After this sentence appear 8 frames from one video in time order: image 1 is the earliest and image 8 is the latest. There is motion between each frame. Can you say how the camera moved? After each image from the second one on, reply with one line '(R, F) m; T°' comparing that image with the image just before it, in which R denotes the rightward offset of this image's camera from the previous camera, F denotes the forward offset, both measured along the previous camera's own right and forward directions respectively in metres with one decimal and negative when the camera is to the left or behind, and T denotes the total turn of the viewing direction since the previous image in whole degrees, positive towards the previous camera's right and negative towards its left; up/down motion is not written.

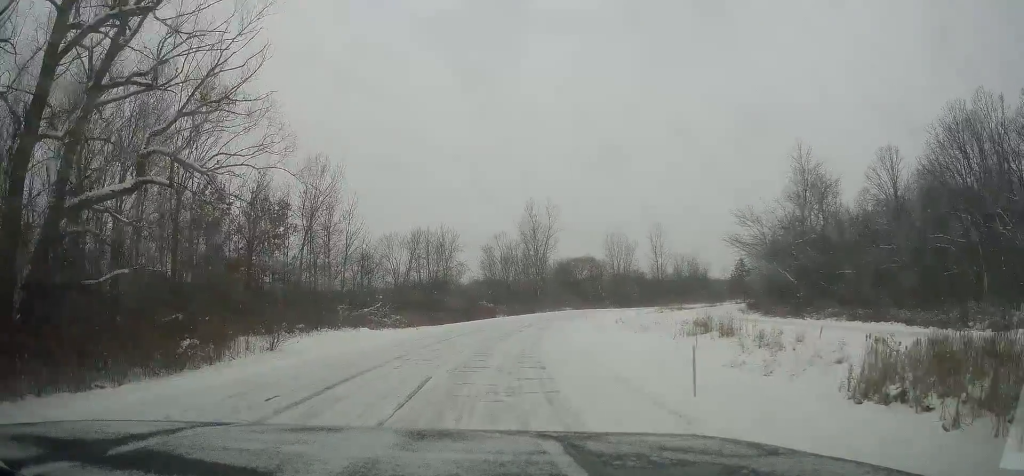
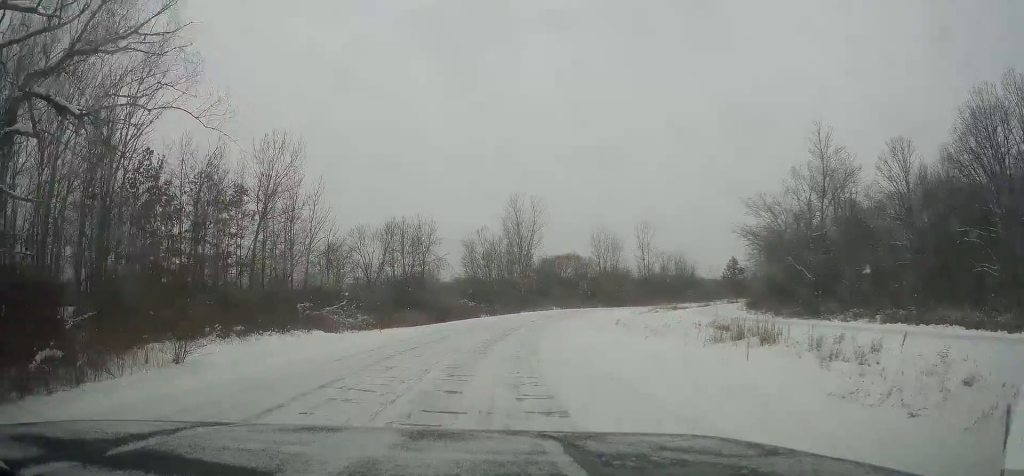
(-0.8, +6.4) m; -2°
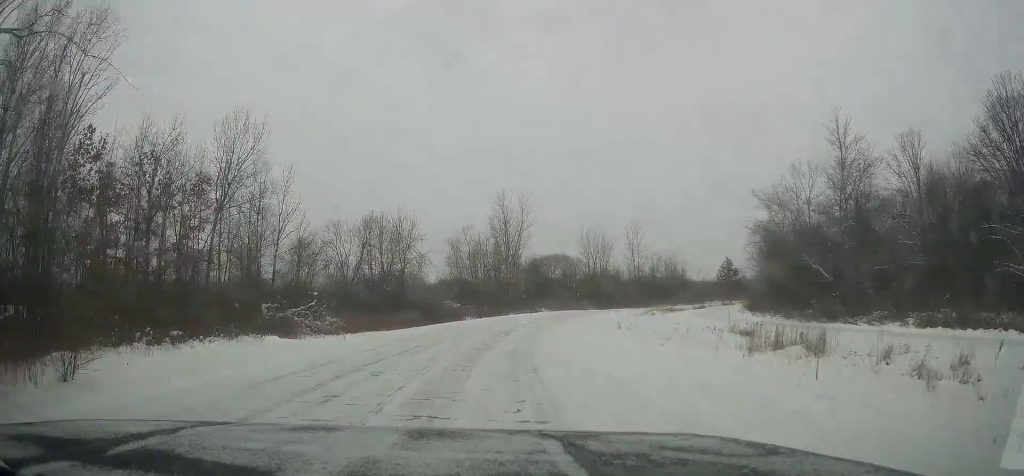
(+0.4, +4.8) m; +6°
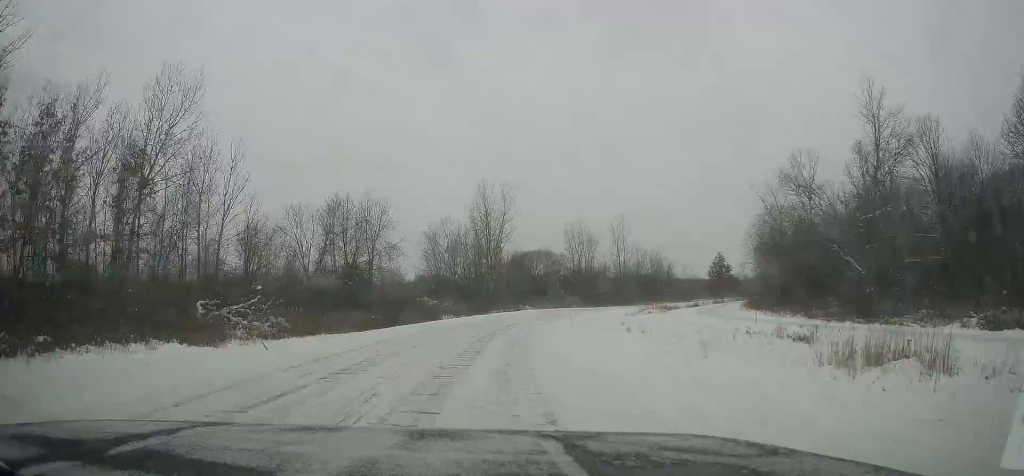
(+0.3, +7.0) m; +1°
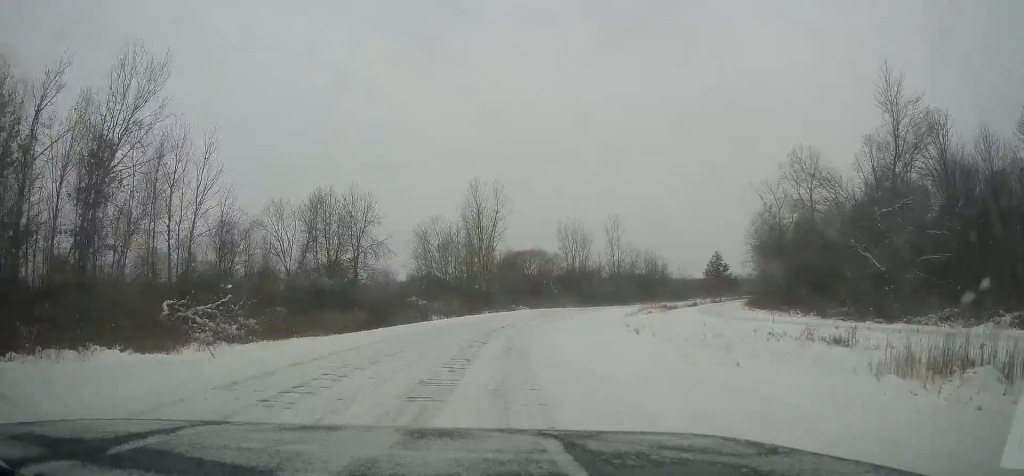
(-0.1, +3.0) m; 0°
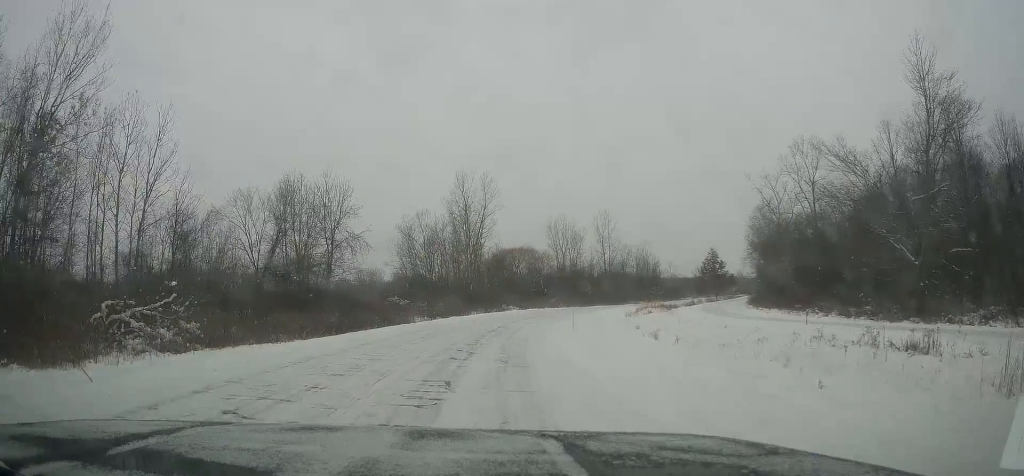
(-0.1, +4.5) m; +1°
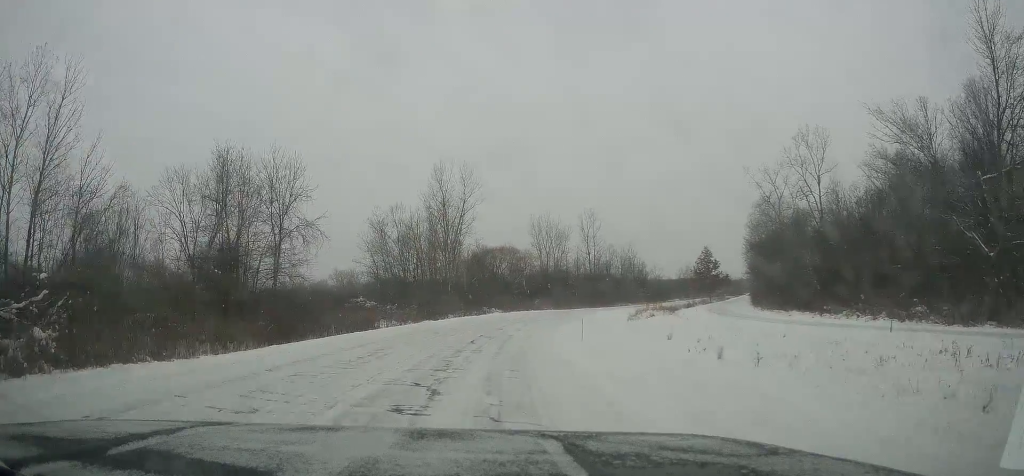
(+0.3, +7.7) m; +3°
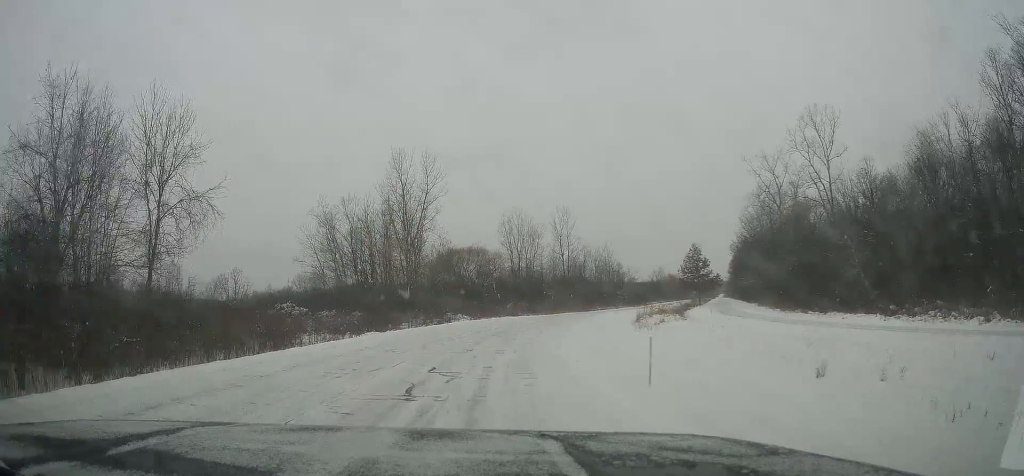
(+0.2, +12.1) m; +5°
